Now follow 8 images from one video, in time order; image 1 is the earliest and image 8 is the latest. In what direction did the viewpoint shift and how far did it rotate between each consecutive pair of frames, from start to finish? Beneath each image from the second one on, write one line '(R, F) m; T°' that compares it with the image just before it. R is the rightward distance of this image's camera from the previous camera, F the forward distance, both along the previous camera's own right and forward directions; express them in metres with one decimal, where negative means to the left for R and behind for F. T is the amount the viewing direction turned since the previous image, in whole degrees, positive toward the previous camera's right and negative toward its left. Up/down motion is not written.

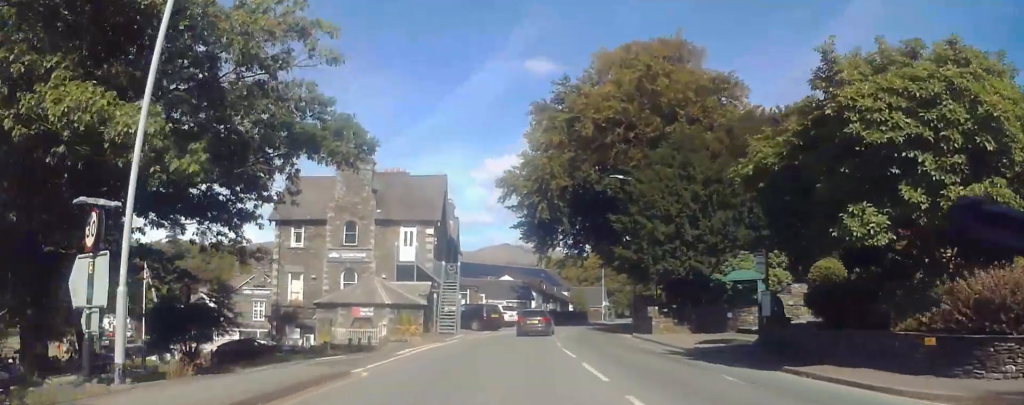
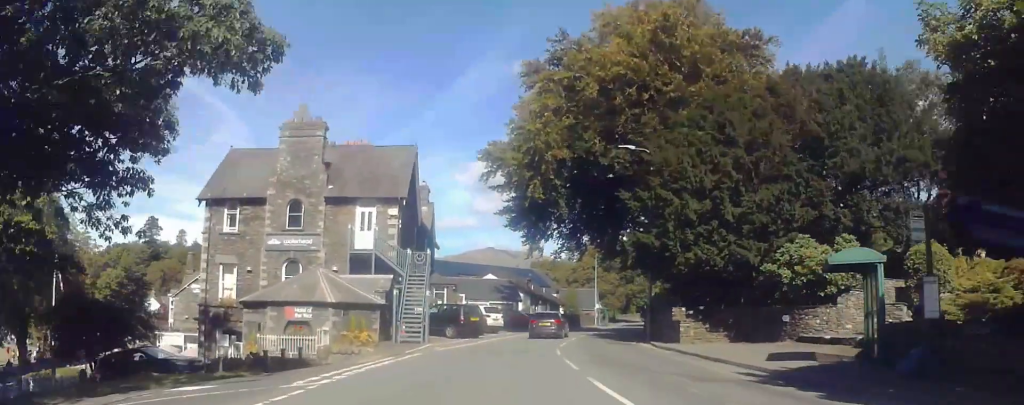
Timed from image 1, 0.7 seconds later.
(0.0, +9.4) m; 0°
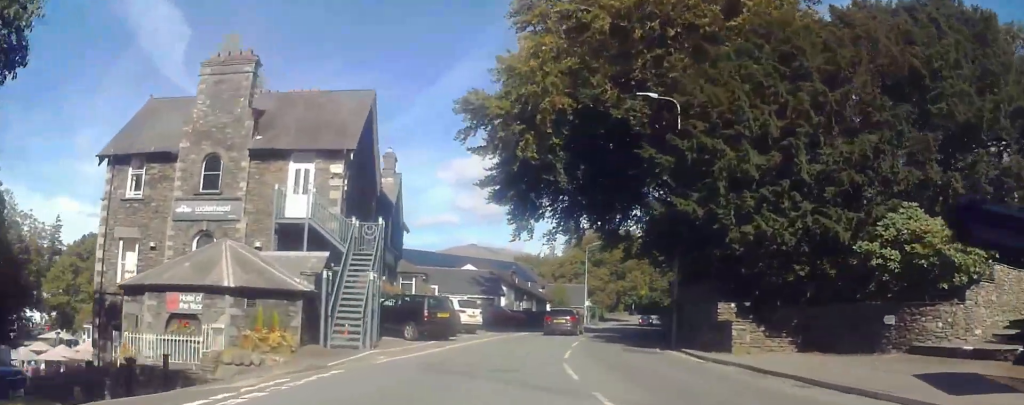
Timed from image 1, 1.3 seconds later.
(0.0, +9.2) m; 0°
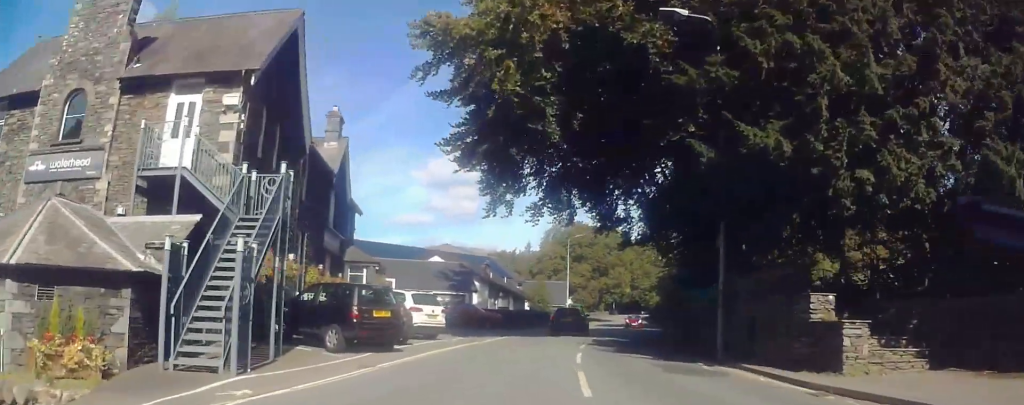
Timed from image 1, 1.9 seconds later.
(0.0, +8.0) m; +2°
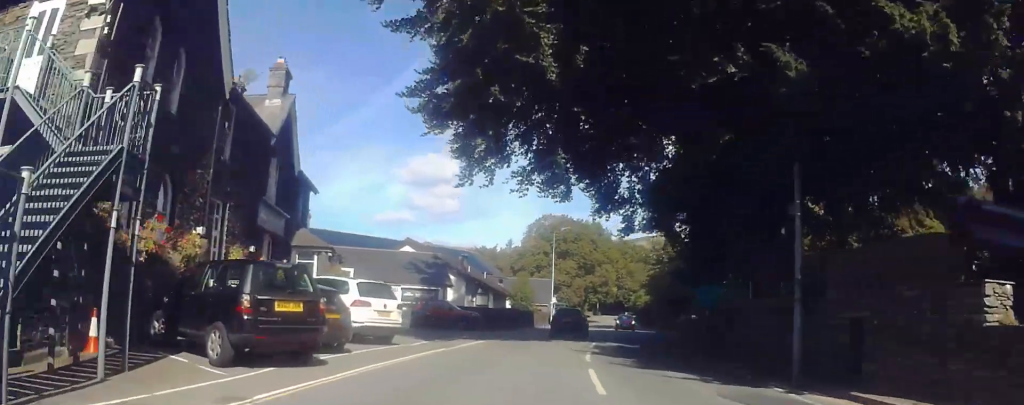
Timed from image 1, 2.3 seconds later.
(-0.1, +5.6) m; +2°
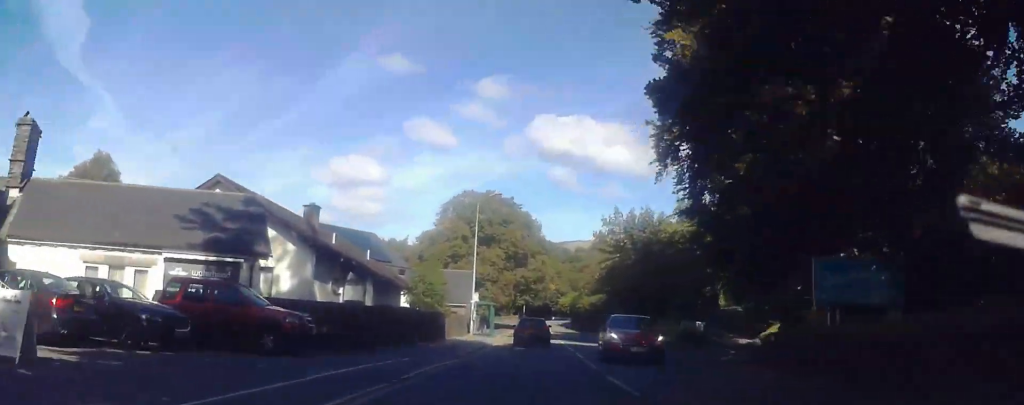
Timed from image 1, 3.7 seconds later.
(+1.6, +21.5) m; +6°
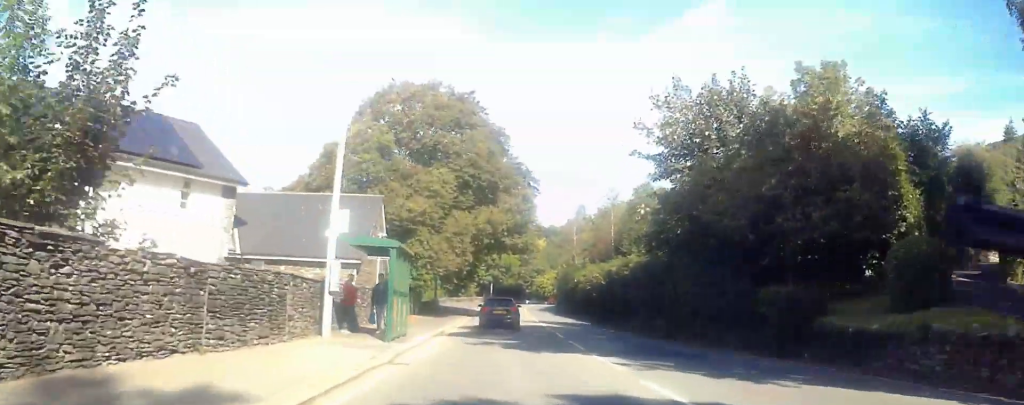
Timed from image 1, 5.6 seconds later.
(+0.3, +32.3) m; +3°
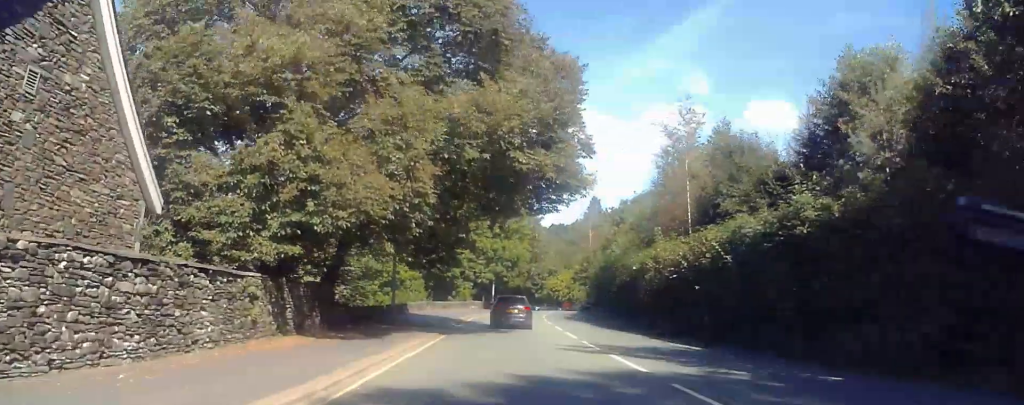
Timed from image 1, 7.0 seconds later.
(+0.8, +24.8) m; +2°
